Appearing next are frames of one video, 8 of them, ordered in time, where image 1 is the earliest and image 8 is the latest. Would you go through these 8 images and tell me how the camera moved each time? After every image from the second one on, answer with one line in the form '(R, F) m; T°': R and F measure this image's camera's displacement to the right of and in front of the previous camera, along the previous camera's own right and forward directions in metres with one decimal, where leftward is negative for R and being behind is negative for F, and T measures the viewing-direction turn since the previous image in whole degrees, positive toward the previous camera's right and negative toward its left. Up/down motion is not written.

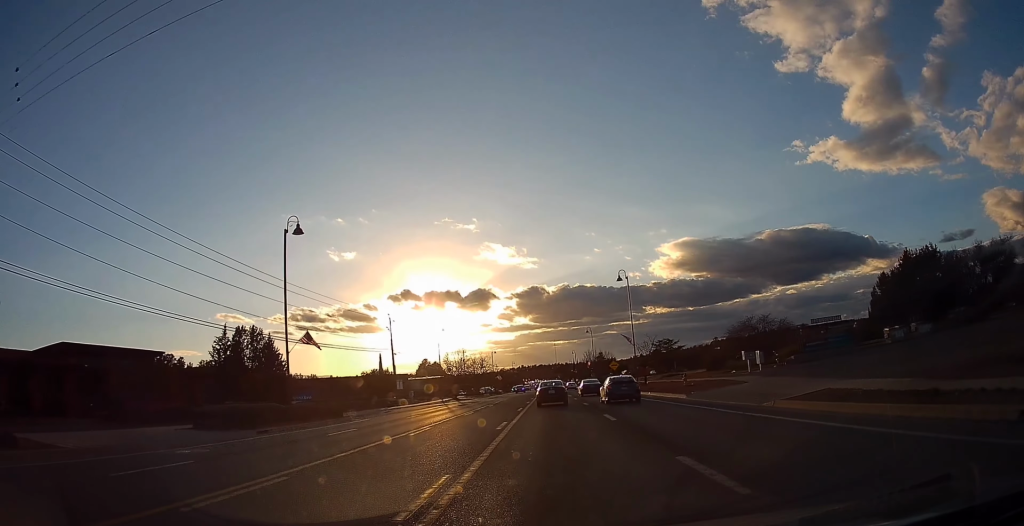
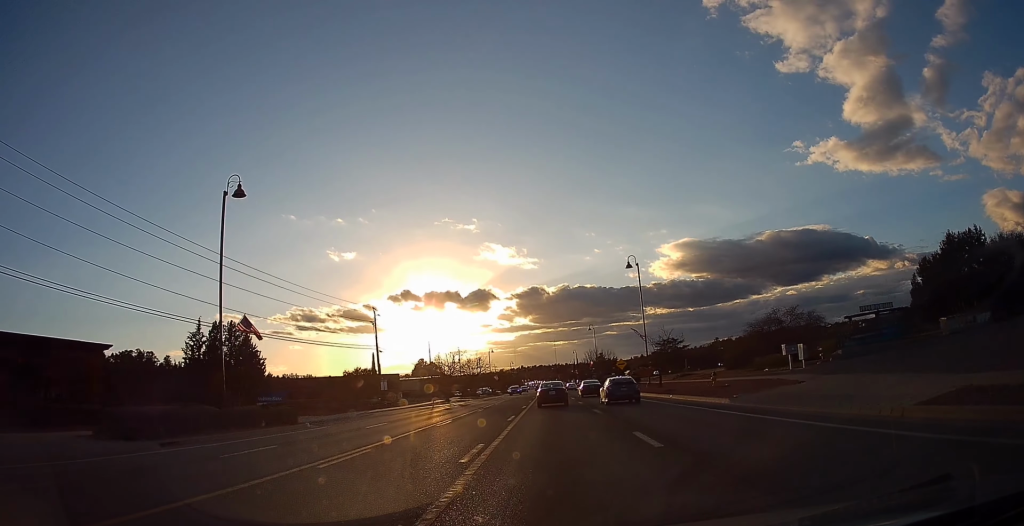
(+0.2, +7.4) m; 0°
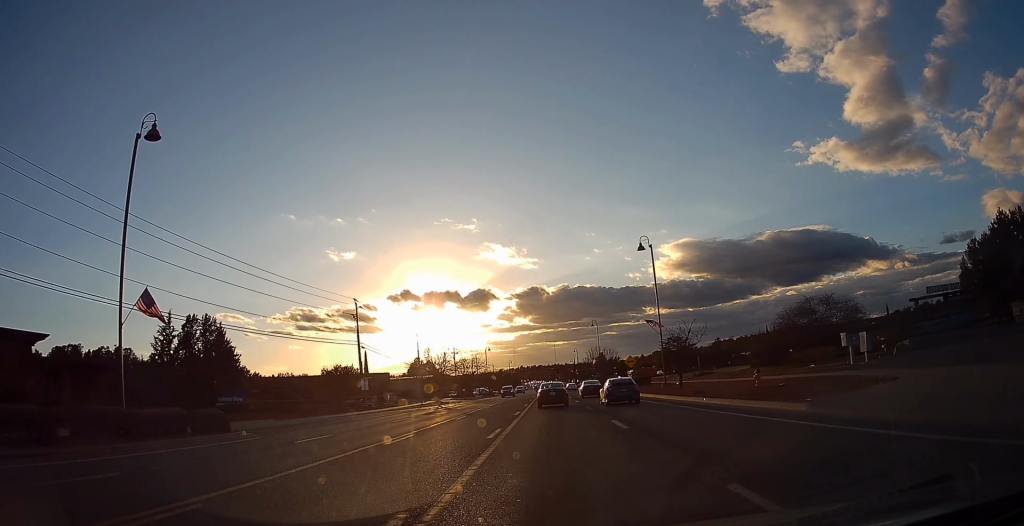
(+0.1, +7.4) m; -1°
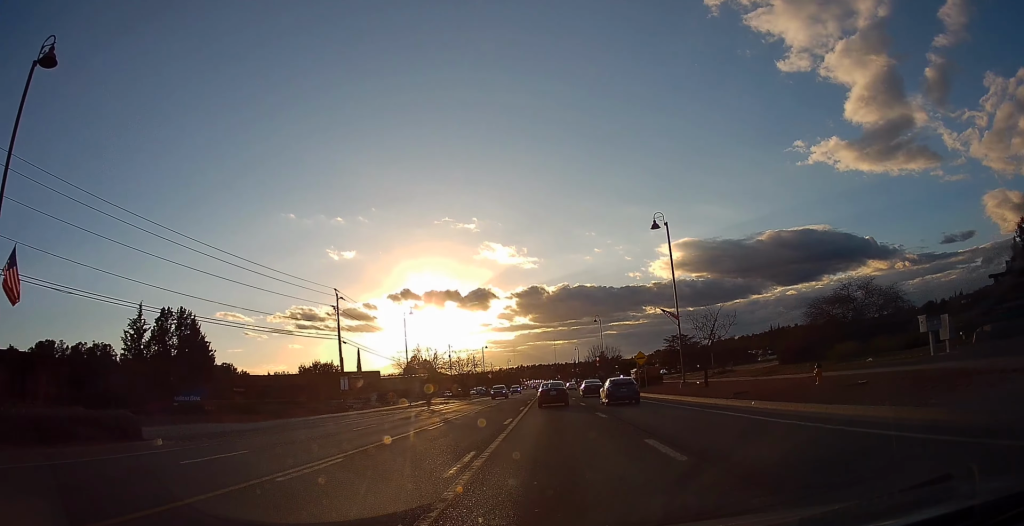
(-0.2, +6.5) m; -1°
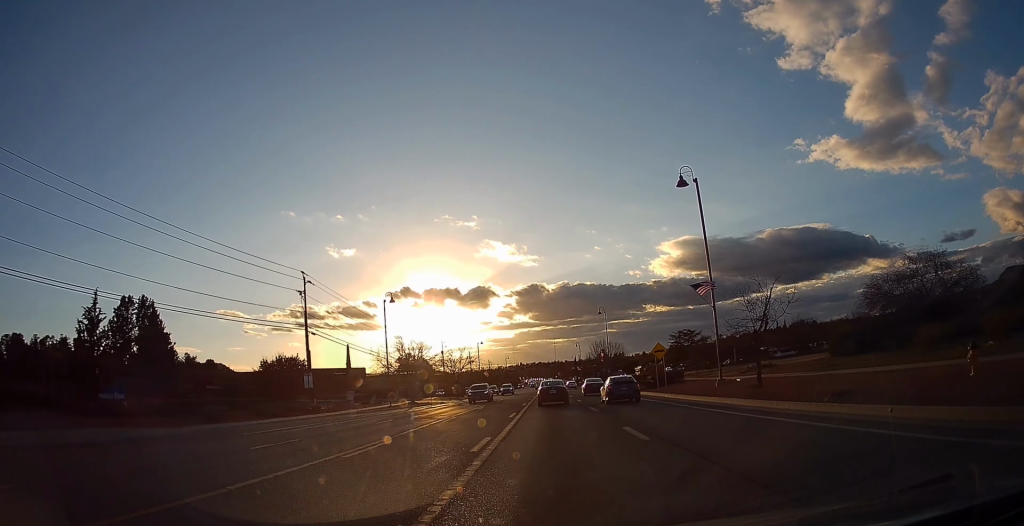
(-0.1, +8.8) m; -1°
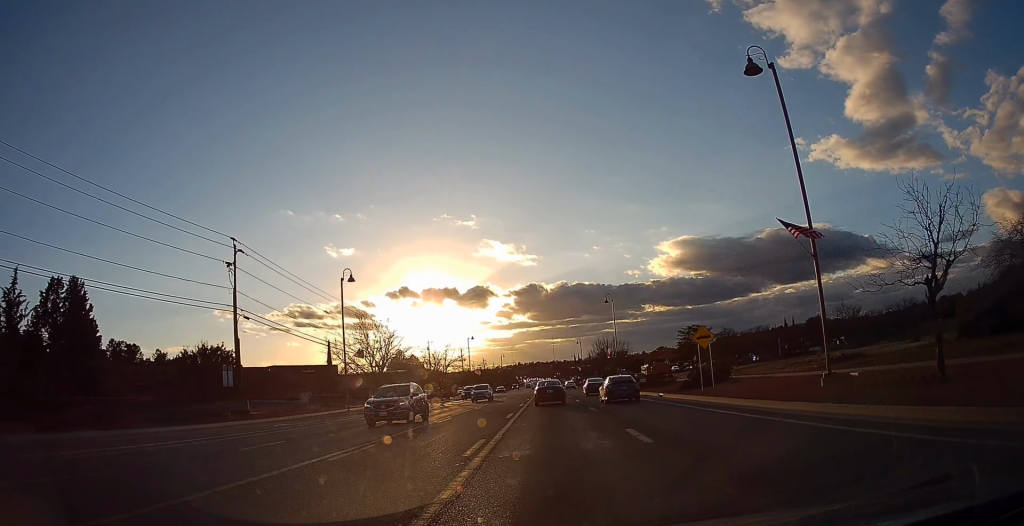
(0.0, +13.0) m; +1°
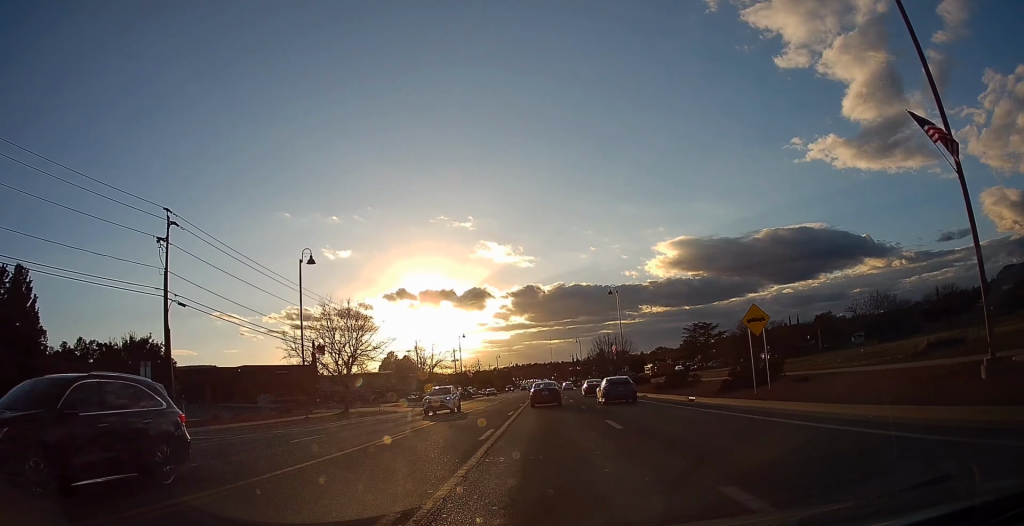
(0.0, +8.4) m; +1°
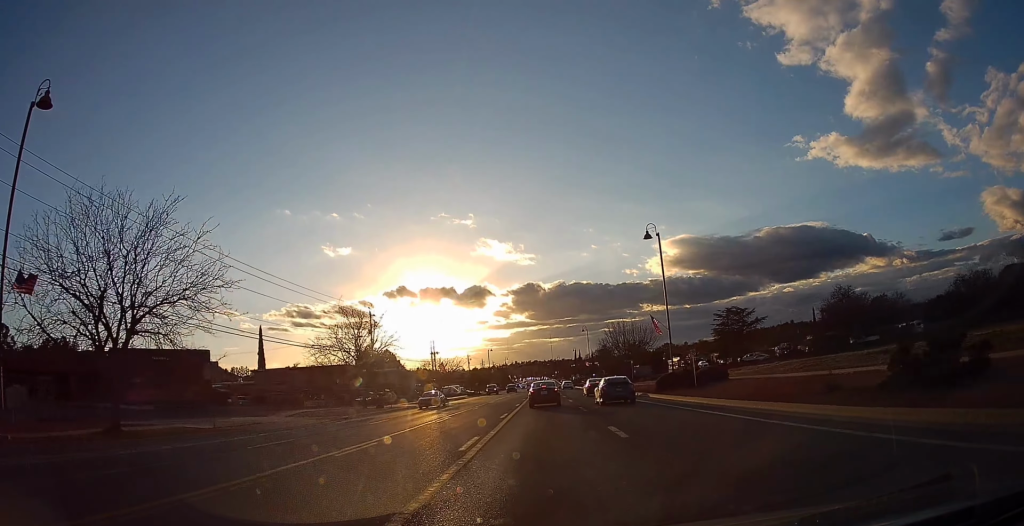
(+0.1, +26.2) m; -3°
